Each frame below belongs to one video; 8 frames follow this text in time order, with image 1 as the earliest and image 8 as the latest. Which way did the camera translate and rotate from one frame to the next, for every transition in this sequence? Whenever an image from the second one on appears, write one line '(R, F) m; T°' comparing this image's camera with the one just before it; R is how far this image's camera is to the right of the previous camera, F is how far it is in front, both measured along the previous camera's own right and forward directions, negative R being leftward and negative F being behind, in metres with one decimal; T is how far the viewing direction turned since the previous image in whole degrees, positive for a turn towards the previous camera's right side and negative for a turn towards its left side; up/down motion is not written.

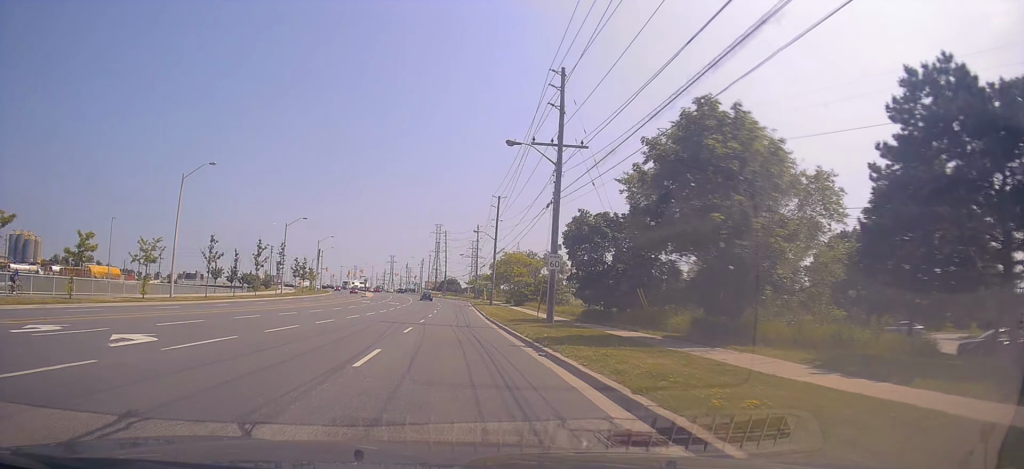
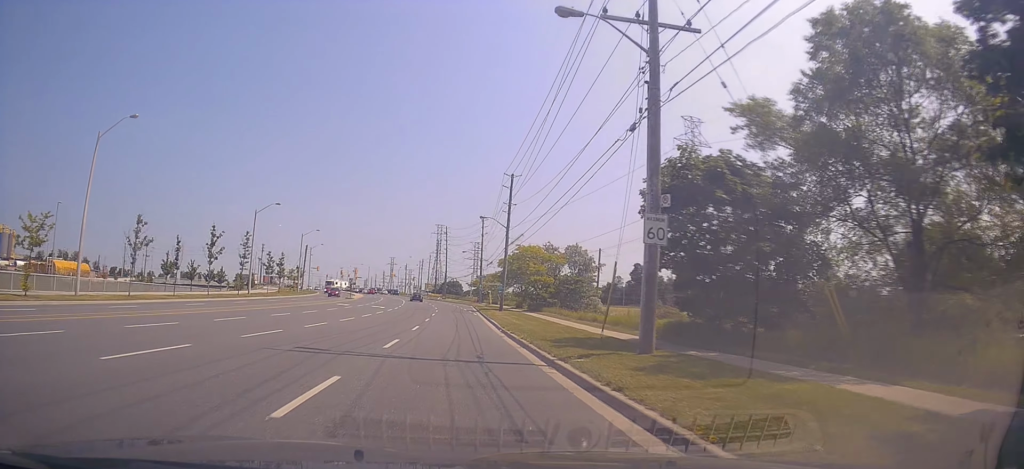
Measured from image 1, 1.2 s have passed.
(-0.6, +13.7) m; -1°
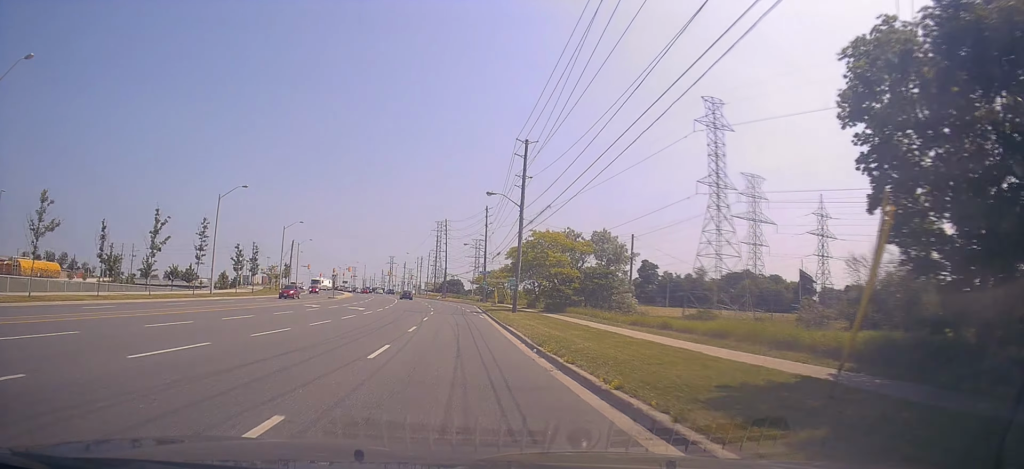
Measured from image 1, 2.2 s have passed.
(+0.6, +11.8) m; +1°
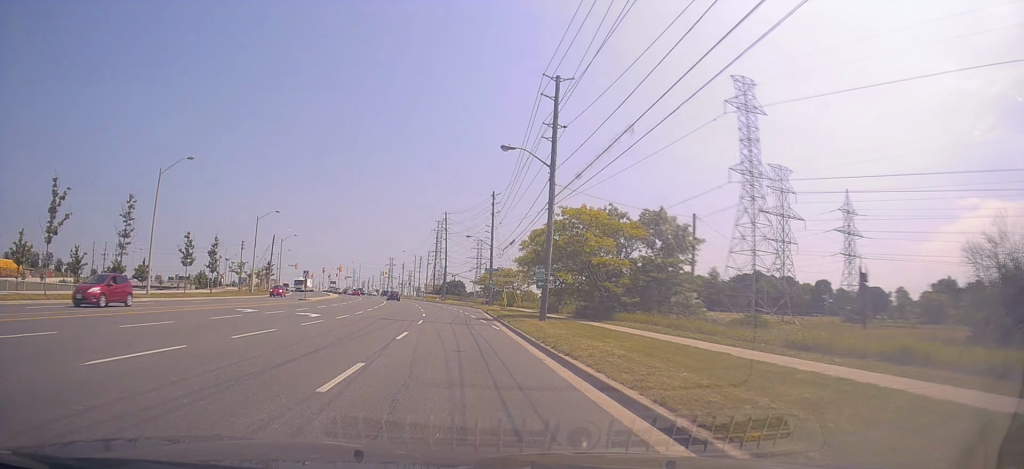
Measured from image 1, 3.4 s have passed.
(-0.5, +13.4) m; -3°
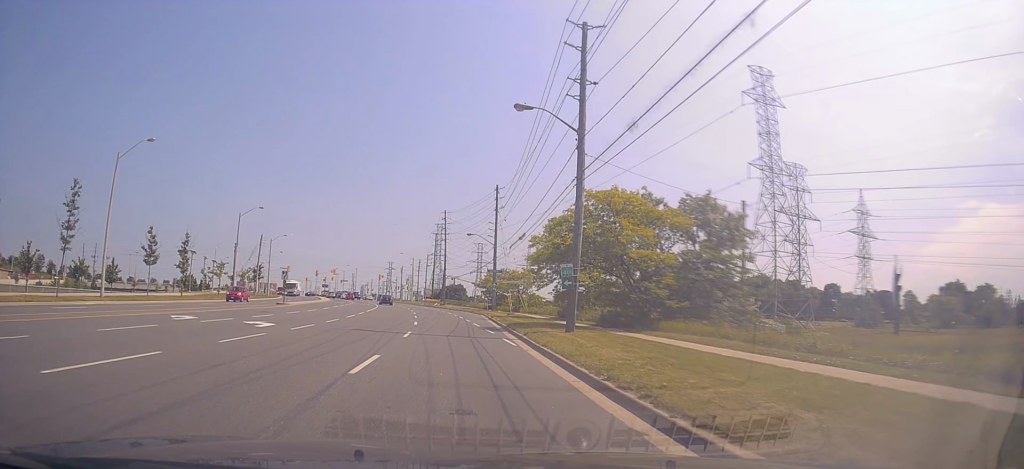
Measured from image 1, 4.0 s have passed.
(-0.2, +6.9) m; 0°
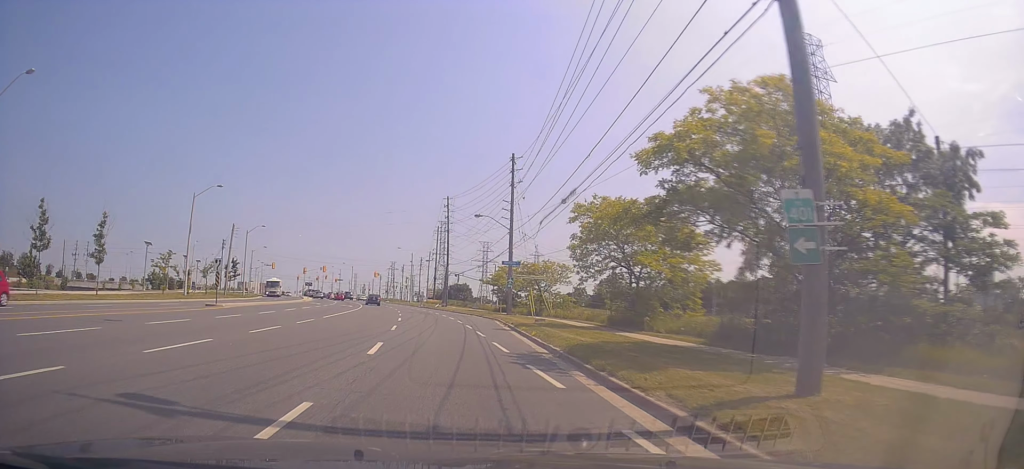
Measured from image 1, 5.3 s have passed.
(+0.2, +15.2) m; 0°
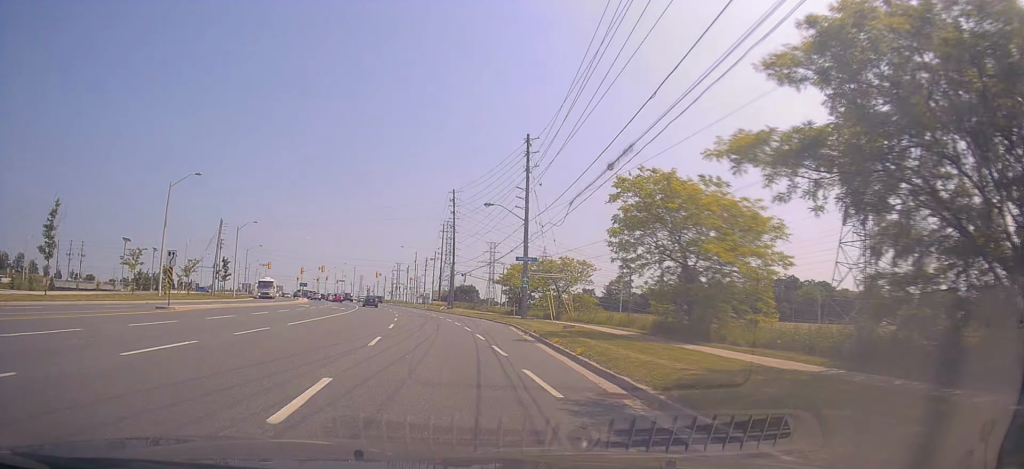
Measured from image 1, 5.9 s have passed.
(-0.2, +6.9) m; 0°
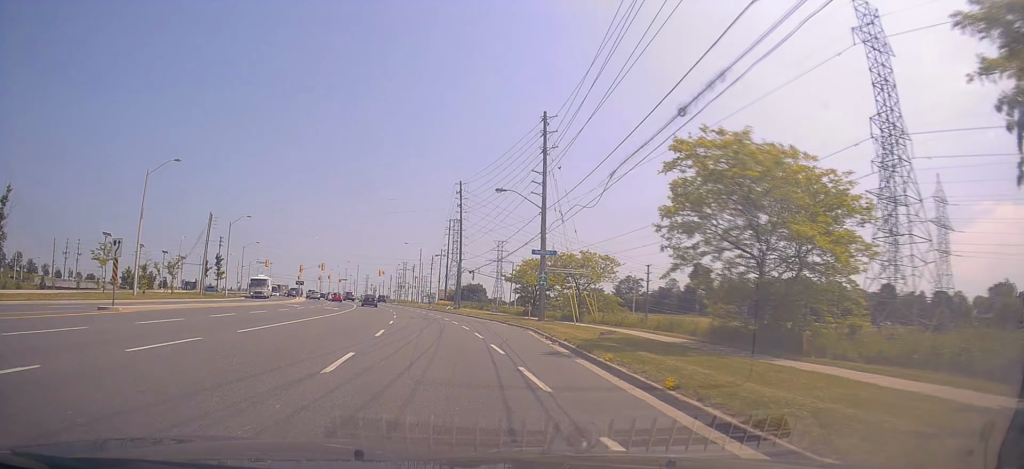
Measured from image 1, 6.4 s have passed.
(0.0, +5.7) m; 0°
